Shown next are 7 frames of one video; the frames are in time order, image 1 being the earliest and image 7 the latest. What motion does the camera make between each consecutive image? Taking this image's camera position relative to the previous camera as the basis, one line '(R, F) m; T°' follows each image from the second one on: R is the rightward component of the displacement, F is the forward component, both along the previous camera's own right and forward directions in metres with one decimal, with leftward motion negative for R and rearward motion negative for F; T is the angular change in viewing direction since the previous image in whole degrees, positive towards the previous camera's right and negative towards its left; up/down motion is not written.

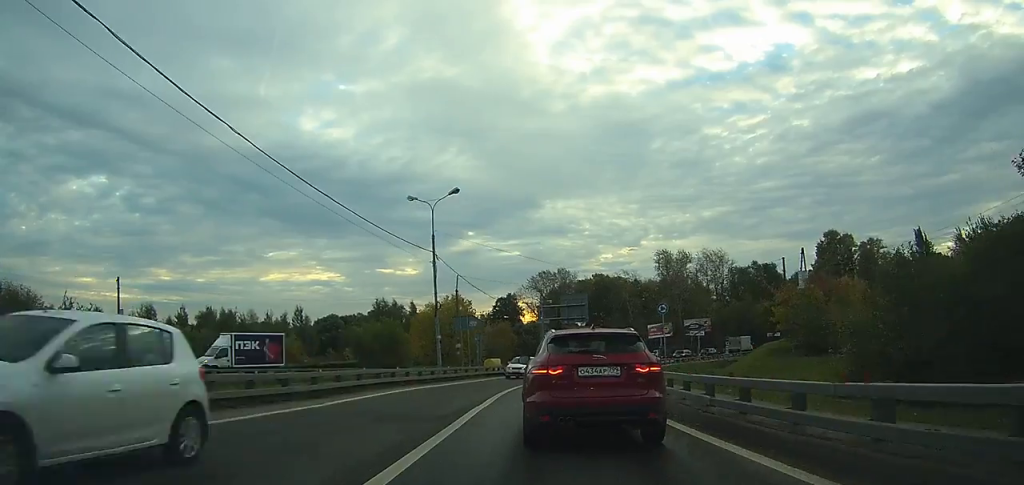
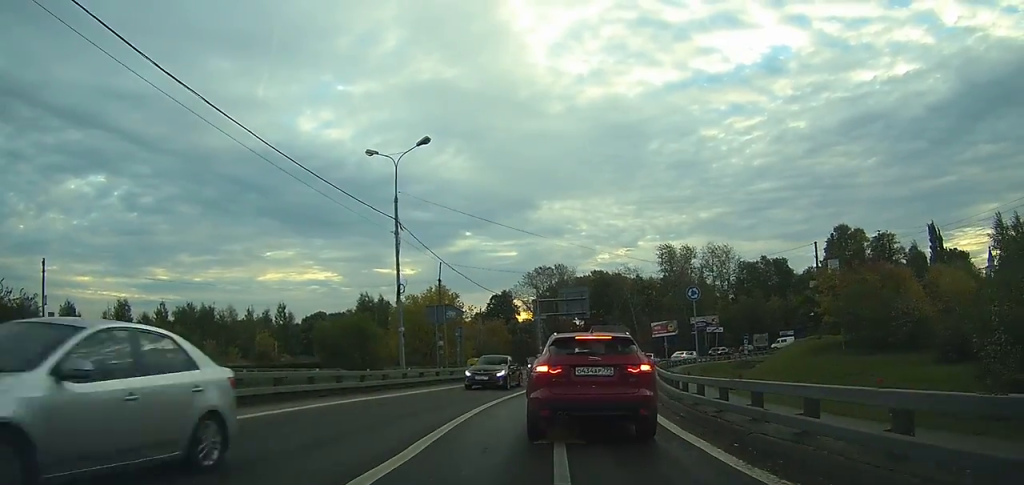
(+0.1, +8.8) m; +1°
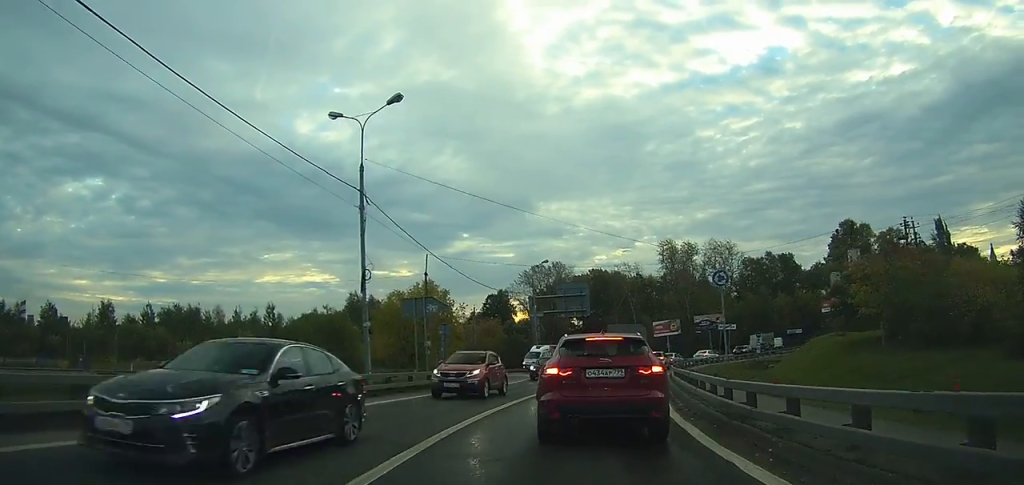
(+0.1, +4.9) m; +1°
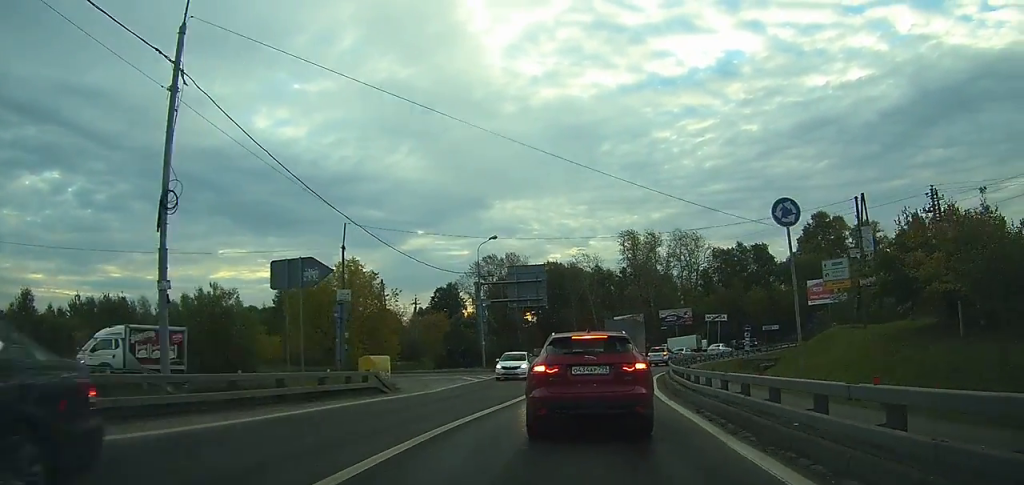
(+0.5, +10.4) m; +6°
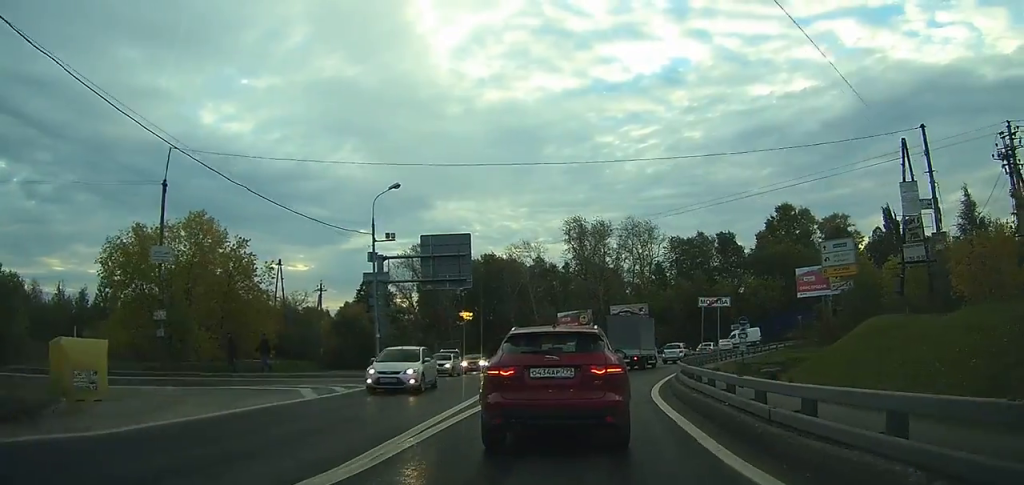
(+0.9, +14.9) m; +5°
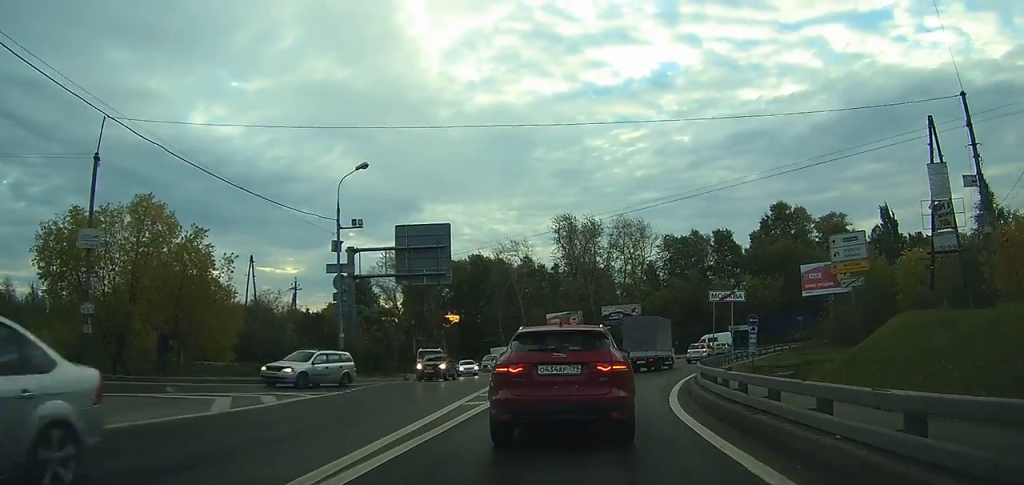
(0.0, +5.1) m; +1°
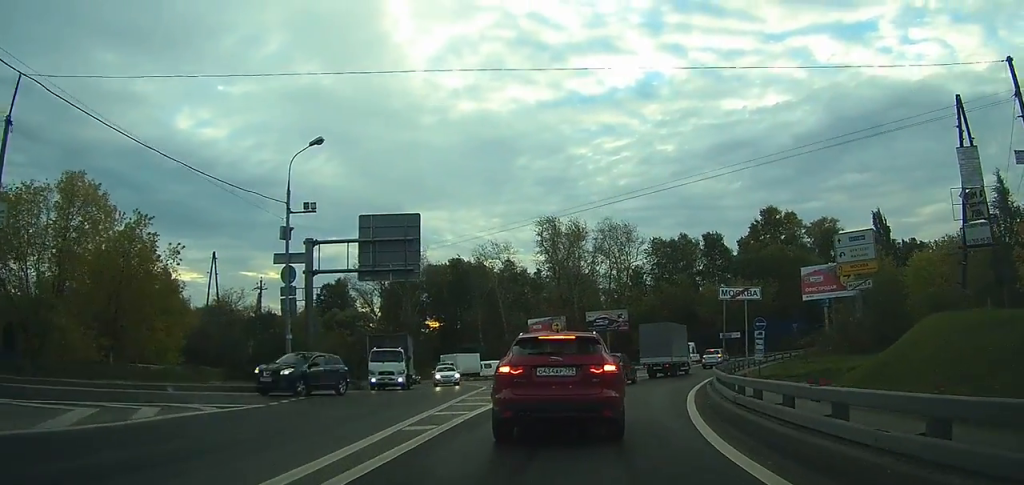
(+0.1, +5.1) m; +3°
